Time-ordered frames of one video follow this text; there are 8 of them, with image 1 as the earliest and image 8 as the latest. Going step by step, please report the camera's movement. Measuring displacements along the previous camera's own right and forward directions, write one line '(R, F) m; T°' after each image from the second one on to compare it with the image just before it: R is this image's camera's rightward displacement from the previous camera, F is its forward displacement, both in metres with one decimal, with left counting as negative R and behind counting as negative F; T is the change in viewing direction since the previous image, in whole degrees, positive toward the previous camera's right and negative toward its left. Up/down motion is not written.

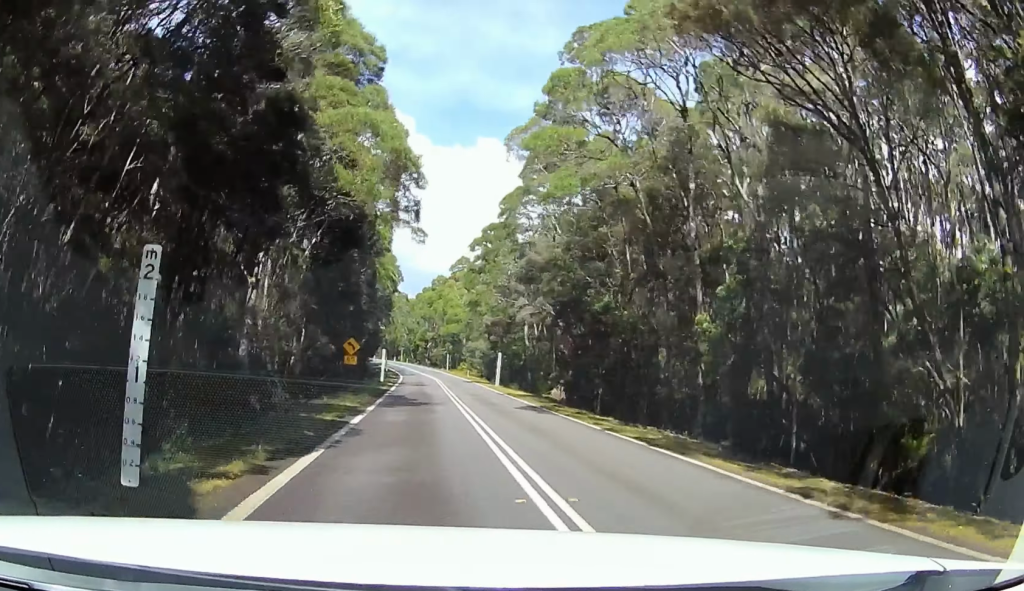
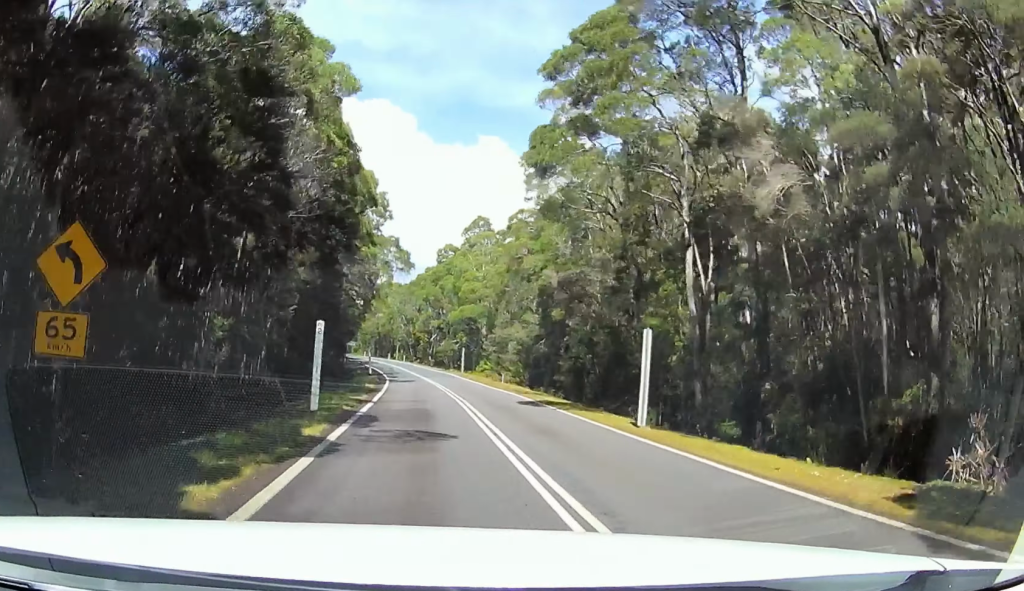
(+0.5, +31.9) m; +2°
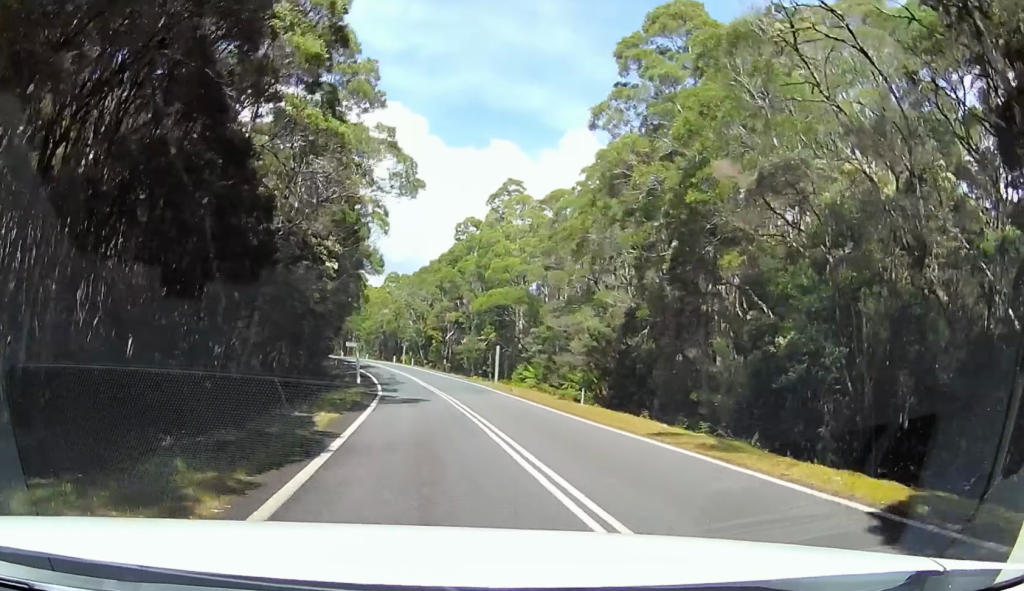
(0.0, +19.8) m; 0°
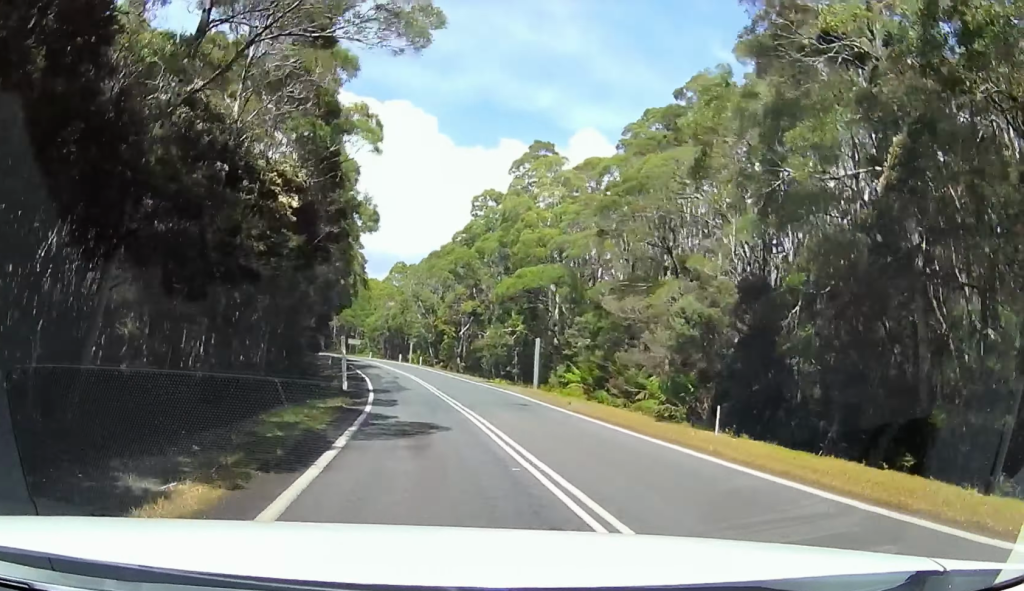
(0.0, +11.1) m; -3°
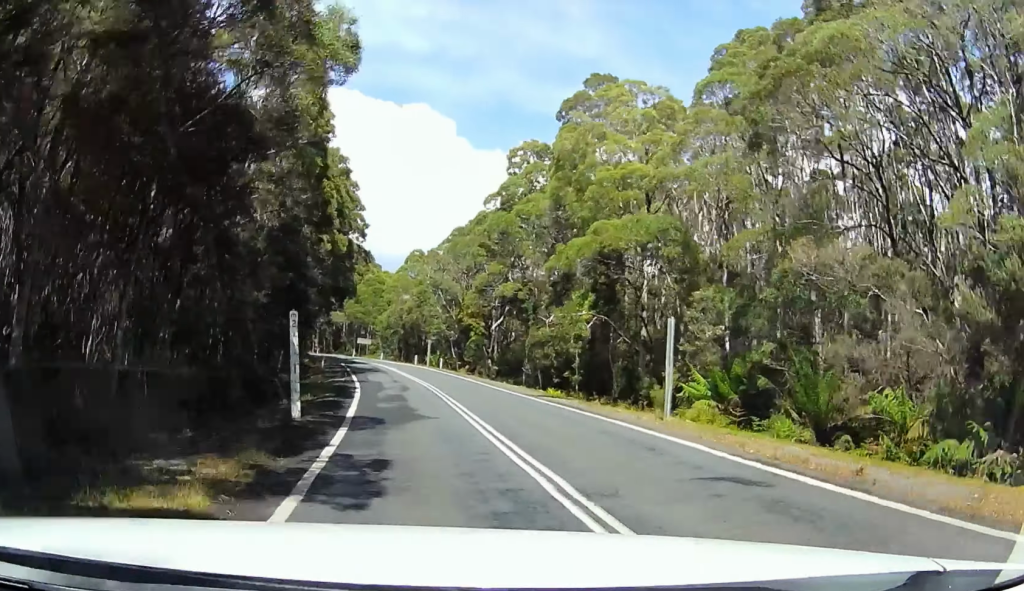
(-0.3, +14.4) m; -3°
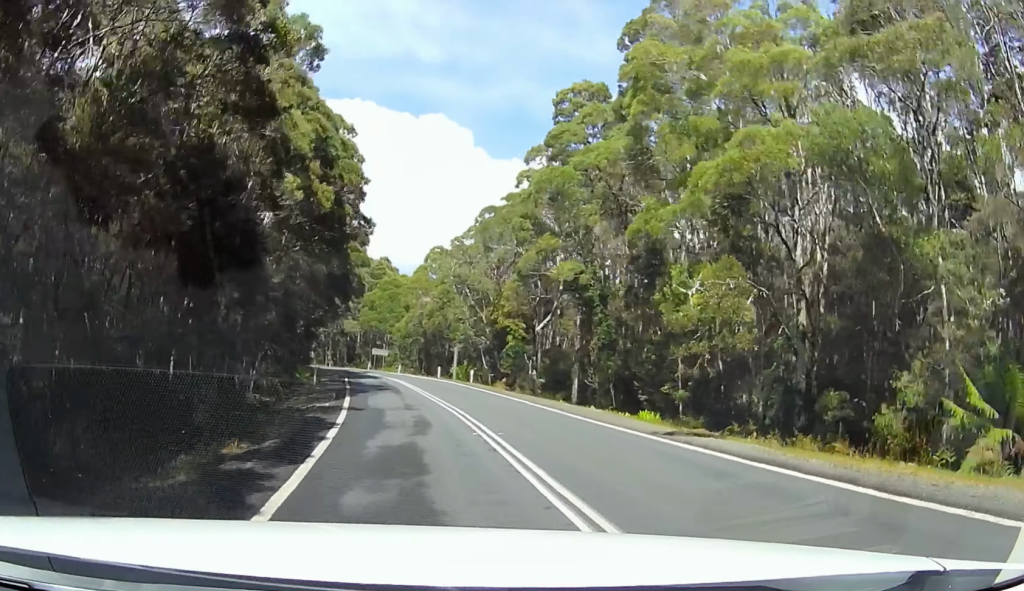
(-0.6, +11.8) m; -3°
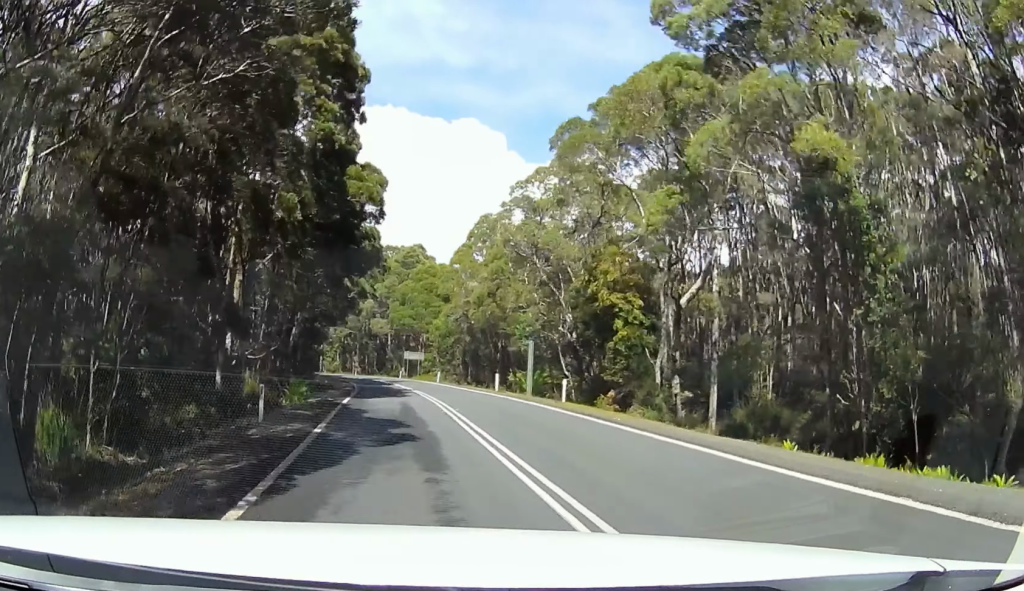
(-0.1, +18.3) m; 0°
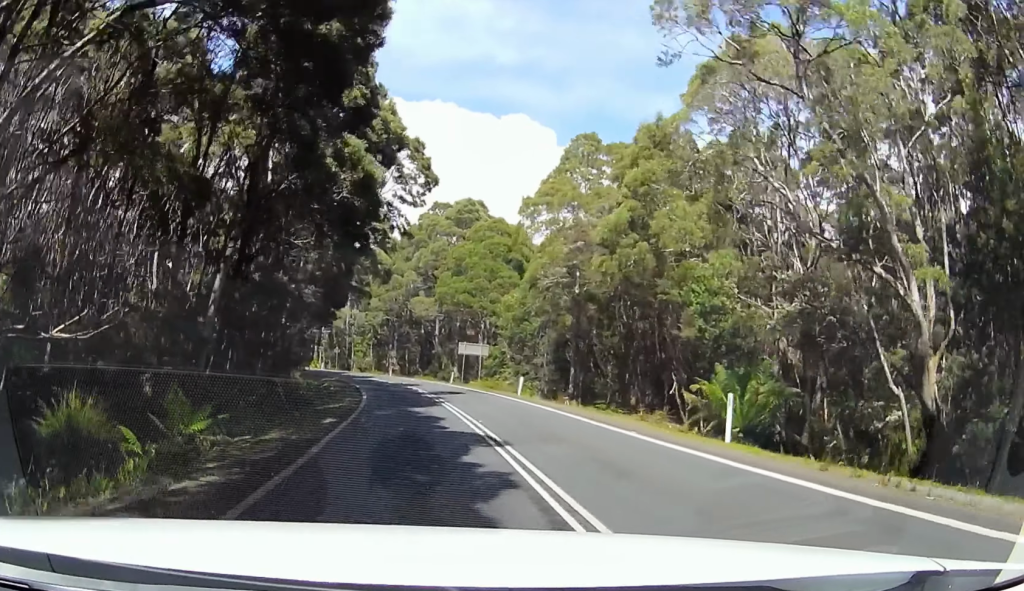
(0.0, +25.2) m; 0°
